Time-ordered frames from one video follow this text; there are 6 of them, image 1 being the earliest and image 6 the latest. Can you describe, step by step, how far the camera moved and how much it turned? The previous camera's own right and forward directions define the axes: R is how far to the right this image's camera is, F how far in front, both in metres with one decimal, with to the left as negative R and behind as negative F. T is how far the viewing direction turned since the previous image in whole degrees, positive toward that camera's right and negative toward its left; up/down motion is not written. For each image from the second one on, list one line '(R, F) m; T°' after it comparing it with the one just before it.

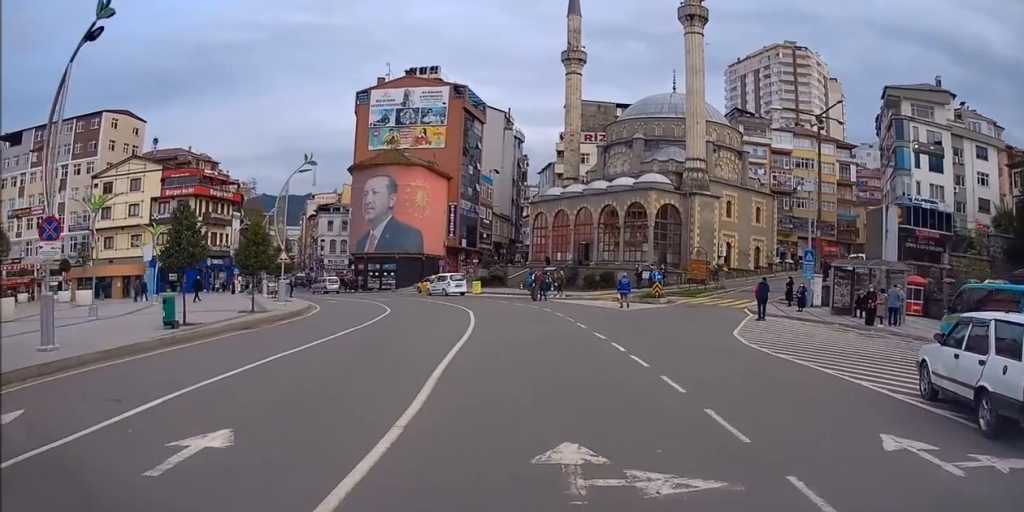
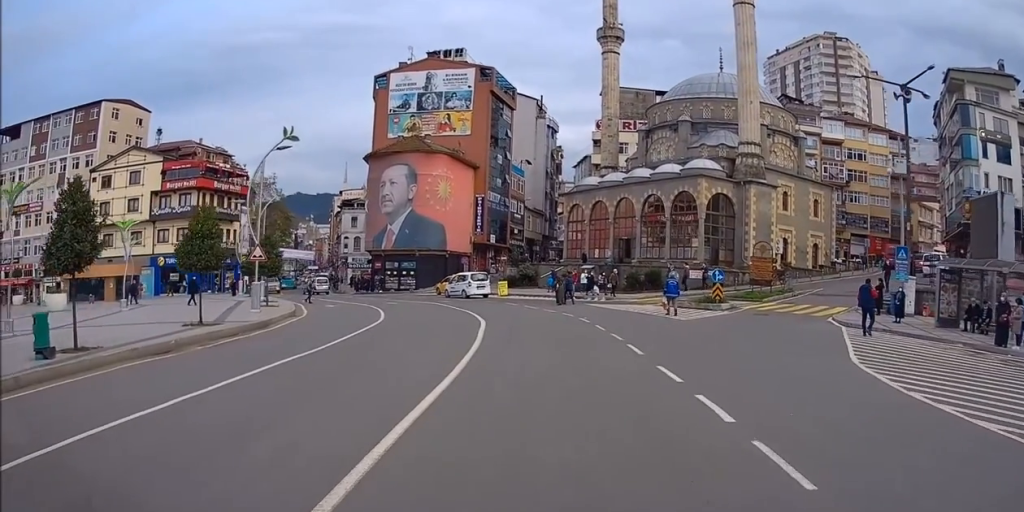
(-0.8, +7.2) m; -9°
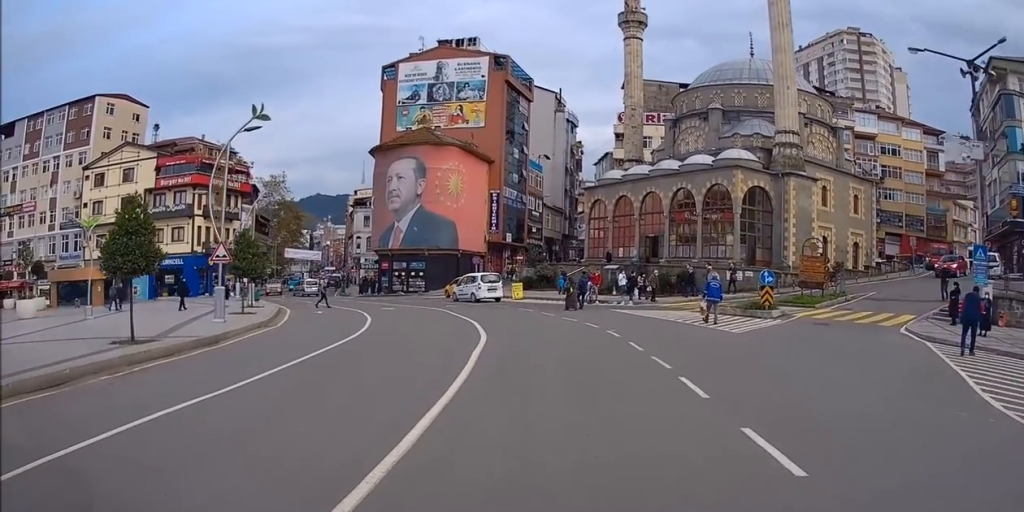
(-0.1, +4.7) m; -1°
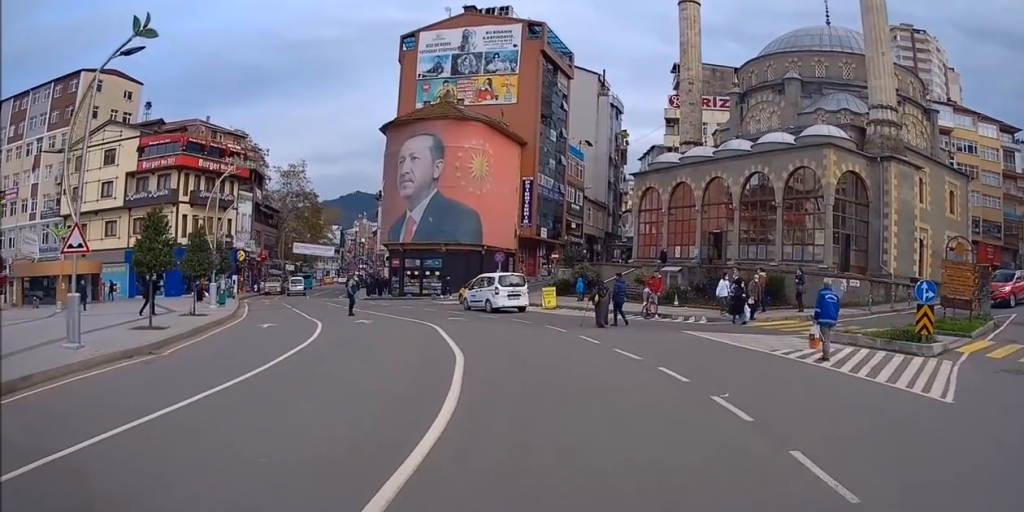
(-0.1, +10.2) m; -2°
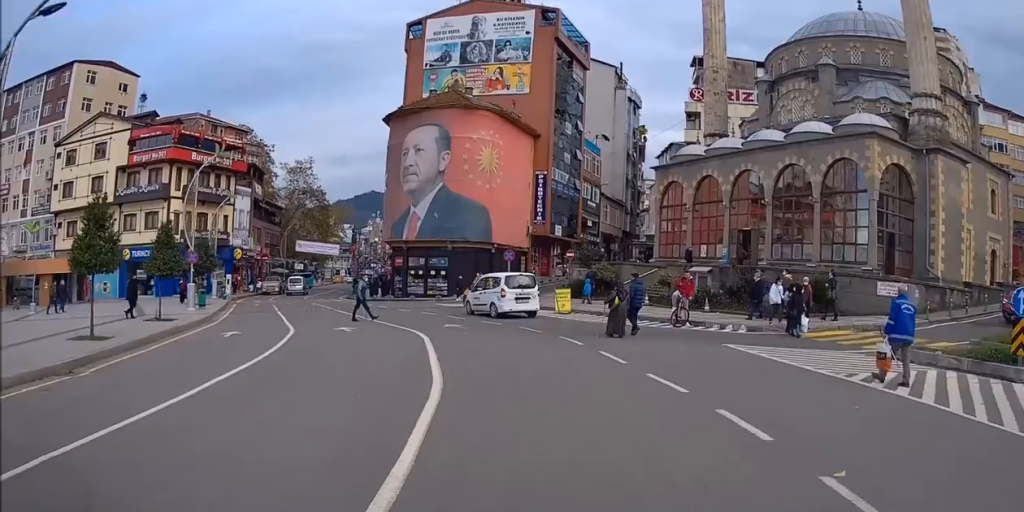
(-0.1, +3.9) m; -2°
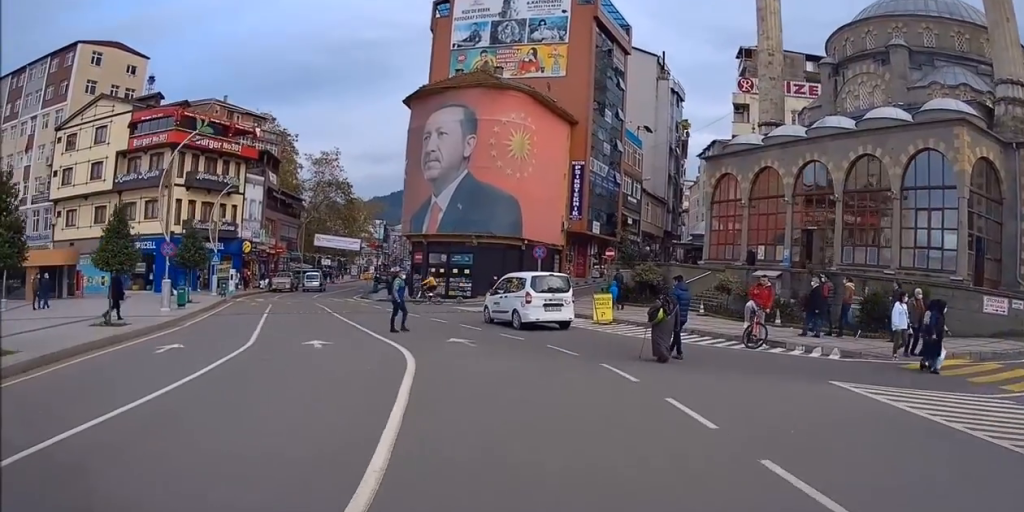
(-0.1, +5.2) m; -5°
